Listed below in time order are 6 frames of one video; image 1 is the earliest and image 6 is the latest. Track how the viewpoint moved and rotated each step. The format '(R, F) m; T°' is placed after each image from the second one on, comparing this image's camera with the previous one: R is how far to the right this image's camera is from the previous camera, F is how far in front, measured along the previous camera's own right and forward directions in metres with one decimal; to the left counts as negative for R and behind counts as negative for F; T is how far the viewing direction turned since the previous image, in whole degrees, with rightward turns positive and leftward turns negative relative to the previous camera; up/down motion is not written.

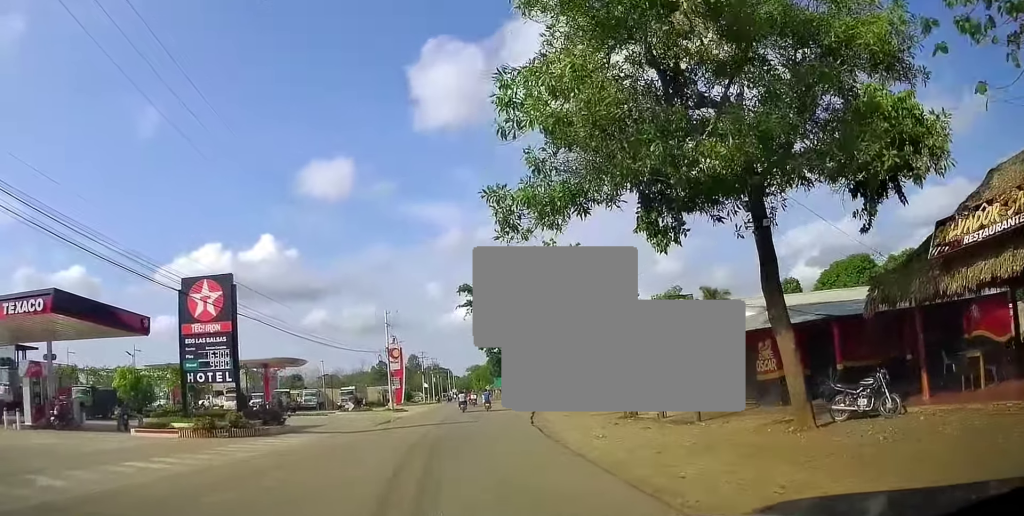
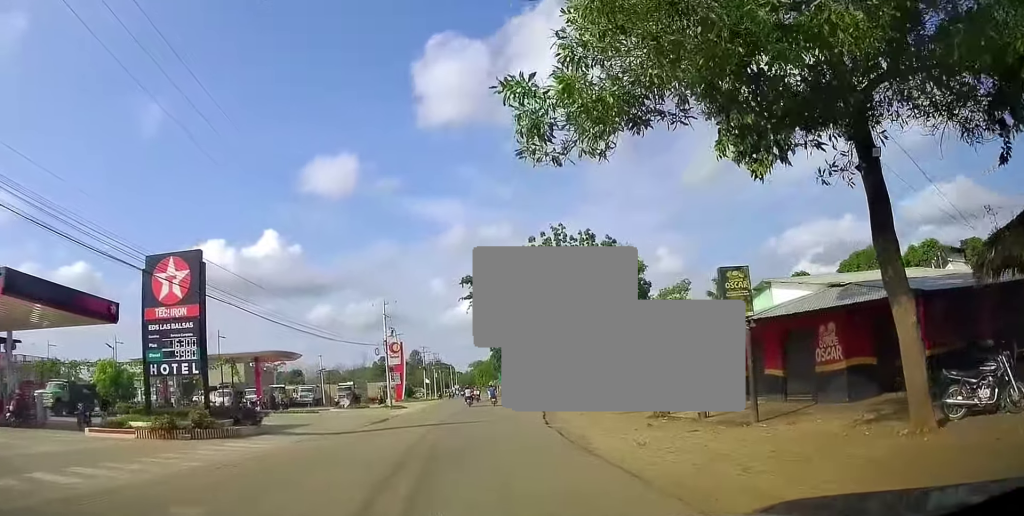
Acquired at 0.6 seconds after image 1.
(-0.1, +2.9) m; +3°
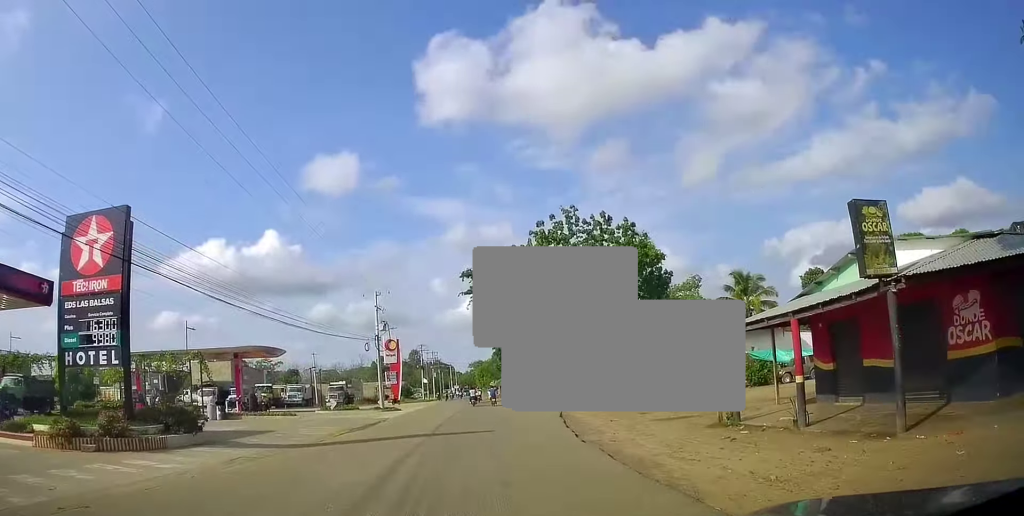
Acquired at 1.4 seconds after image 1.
(+0.1, +4.6) m; +3°
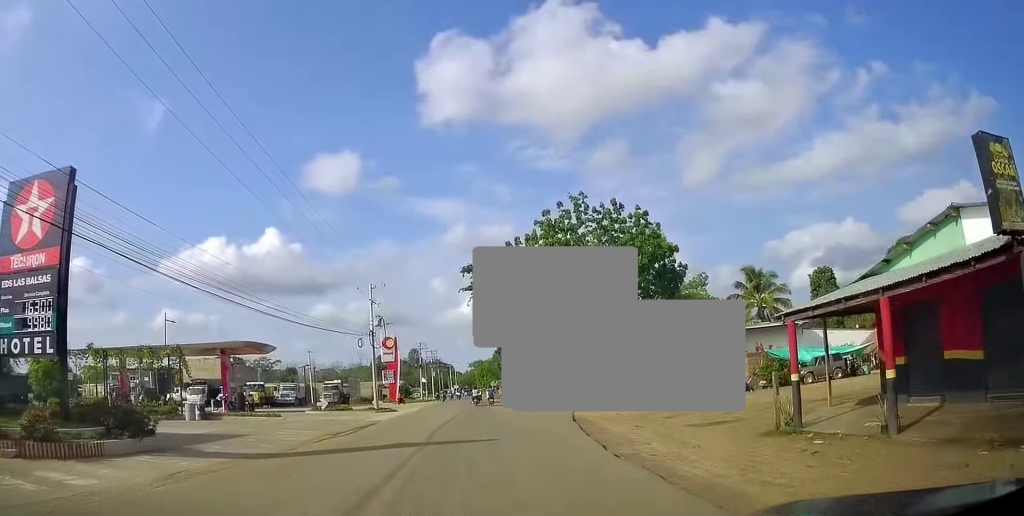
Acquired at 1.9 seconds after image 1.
(+0.4, +2.8) m; -1°
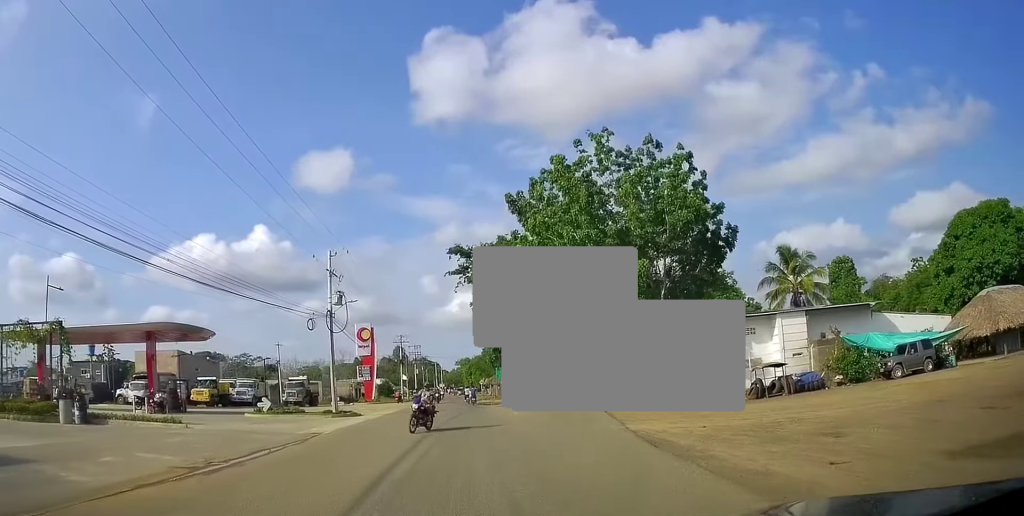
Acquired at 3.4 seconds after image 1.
(-0.7, +10.3) m; -2°
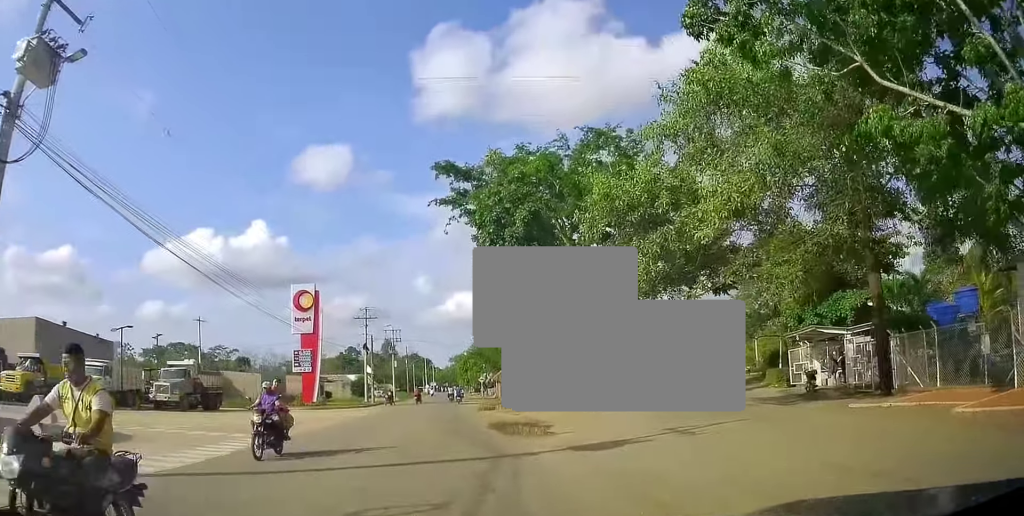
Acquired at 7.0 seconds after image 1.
(+1.0, +27.3) m; 0°
